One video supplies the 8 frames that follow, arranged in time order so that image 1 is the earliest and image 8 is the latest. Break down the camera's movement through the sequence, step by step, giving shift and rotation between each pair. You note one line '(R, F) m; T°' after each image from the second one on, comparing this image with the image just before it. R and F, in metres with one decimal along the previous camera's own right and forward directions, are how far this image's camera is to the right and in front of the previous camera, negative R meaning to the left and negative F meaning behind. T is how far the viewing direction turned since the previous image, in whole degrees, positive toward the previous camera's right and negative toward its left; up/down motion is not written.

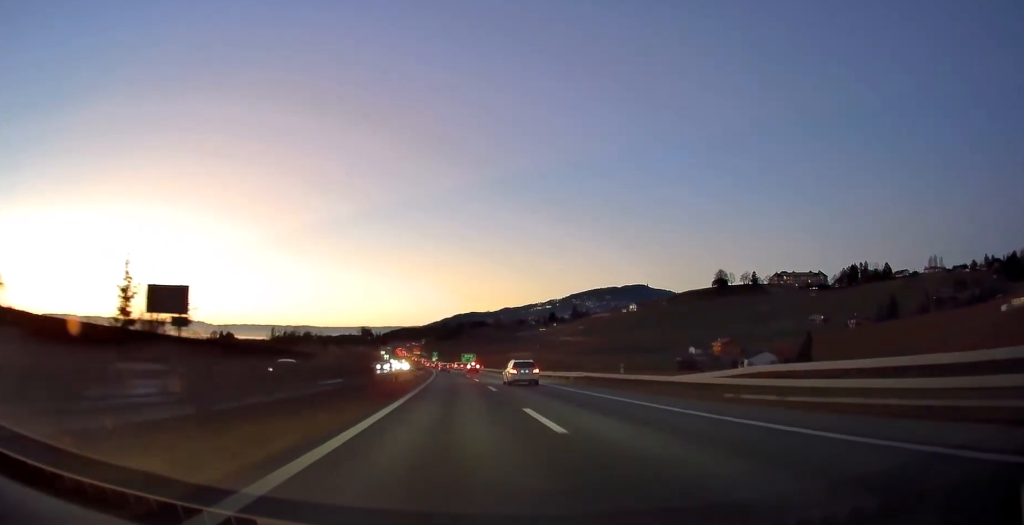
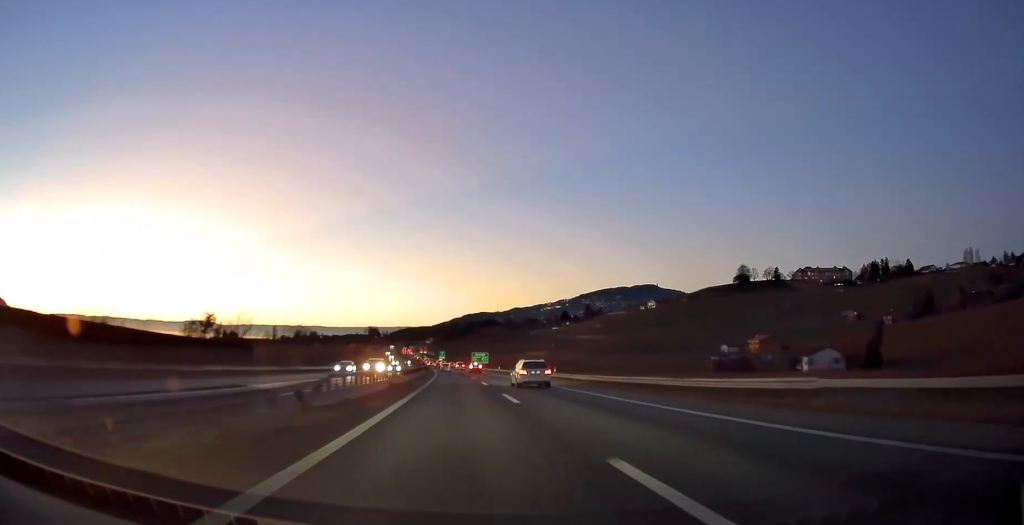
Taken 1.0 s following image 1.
(-0.2, +28.1) m; -1°
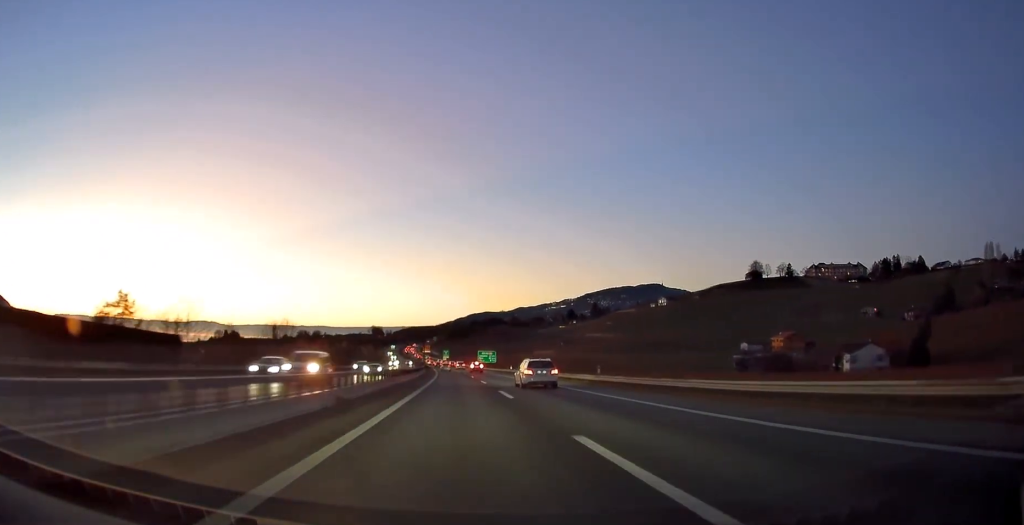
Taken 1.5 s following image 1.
(-0.1, +15.5) m; 0°
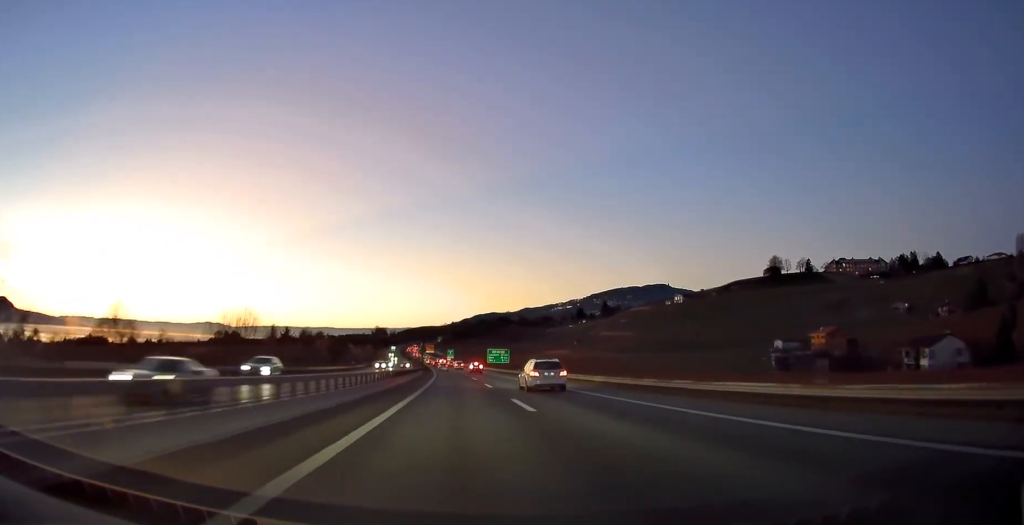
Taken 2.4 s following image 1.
(0.0, +25.1) m; -1°
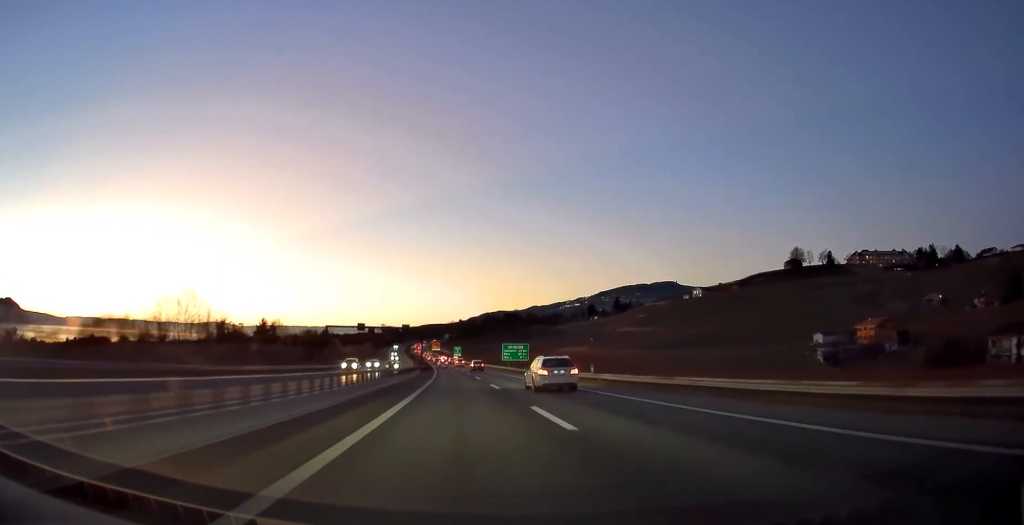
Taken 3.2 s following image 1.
(-0.4, +24.0) m; -1°
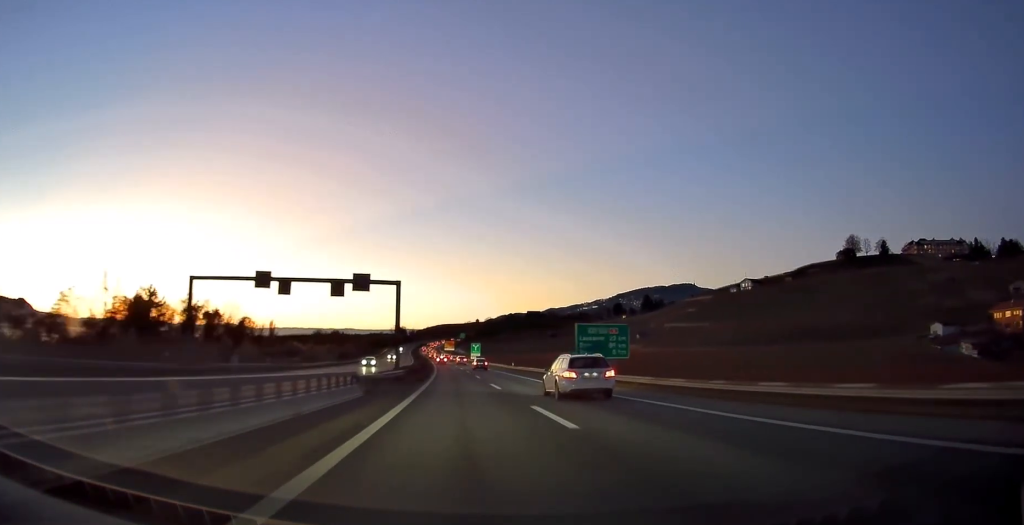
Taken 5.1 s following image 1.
(-0.3, +55.6) m; -1°
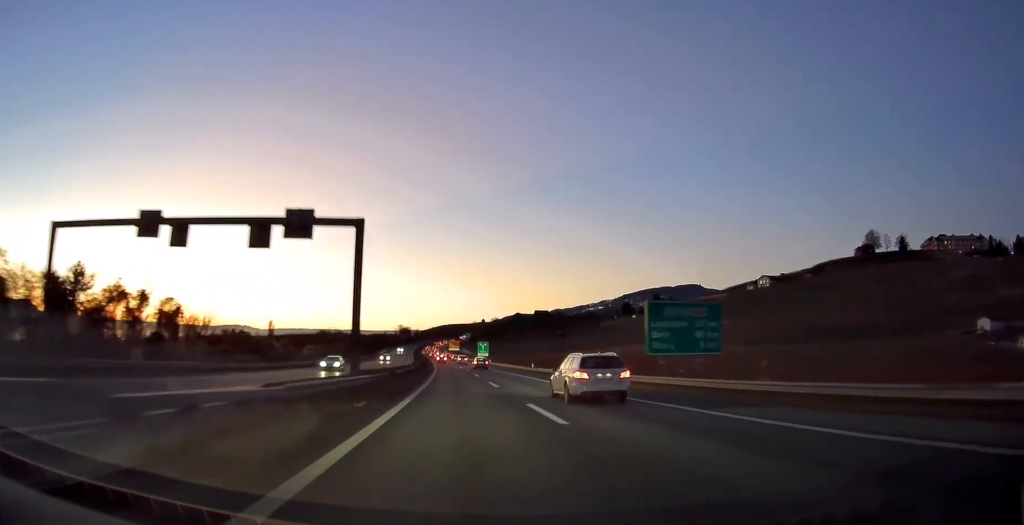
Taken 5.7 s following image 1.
(-0.1, +17.2) m; -1°
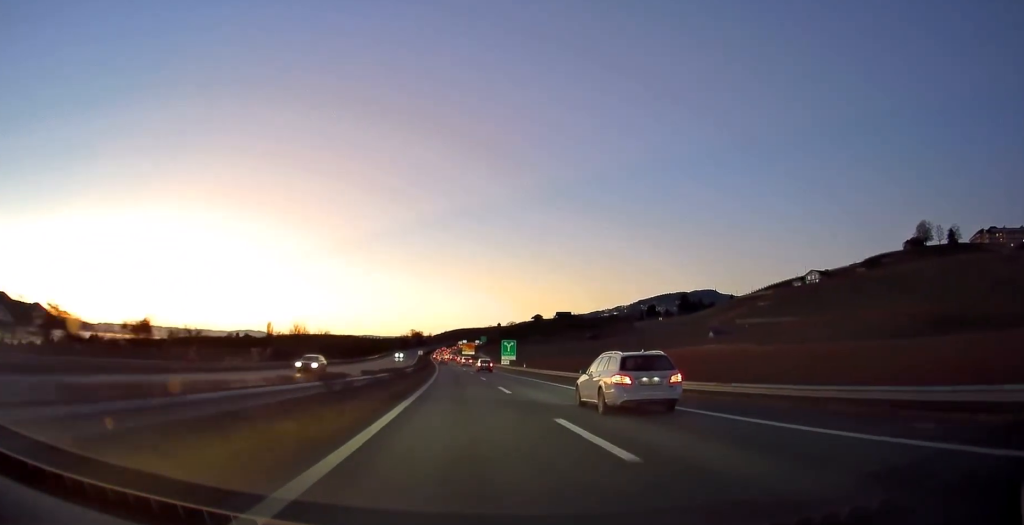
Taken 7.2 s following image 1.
(-0.9, +42.8) m; -2°
